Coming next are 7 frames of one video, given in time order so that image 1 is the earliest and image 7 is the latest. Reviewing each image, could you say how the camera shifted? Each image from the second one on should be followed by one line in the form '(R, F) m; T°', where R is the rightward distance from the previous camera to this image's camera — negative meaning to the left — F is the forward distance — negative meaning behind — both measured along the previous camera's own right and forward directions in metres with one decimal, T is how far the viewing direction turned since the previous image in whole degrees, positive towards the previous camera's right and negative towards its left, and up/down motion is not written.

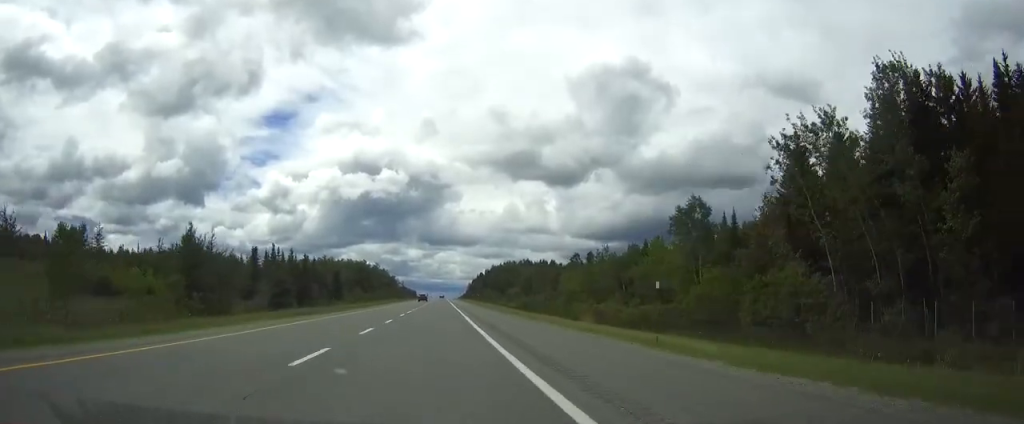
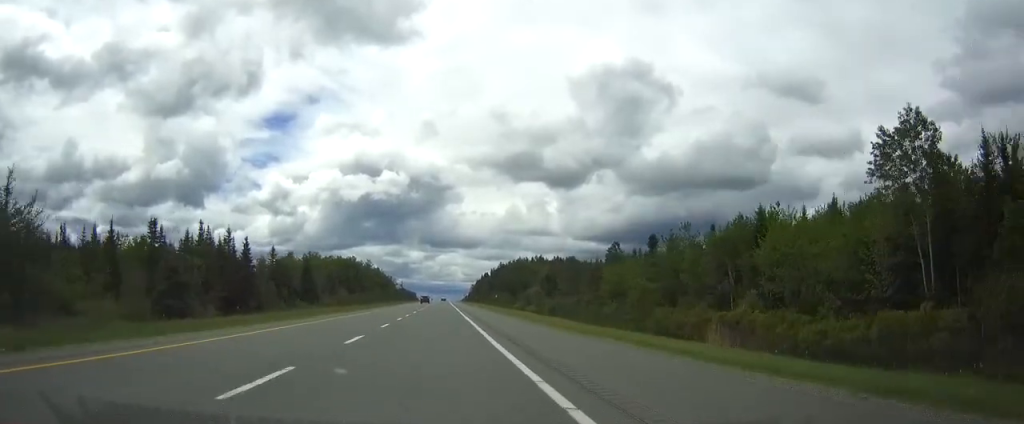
(-0.1, +39.6) m; 0°
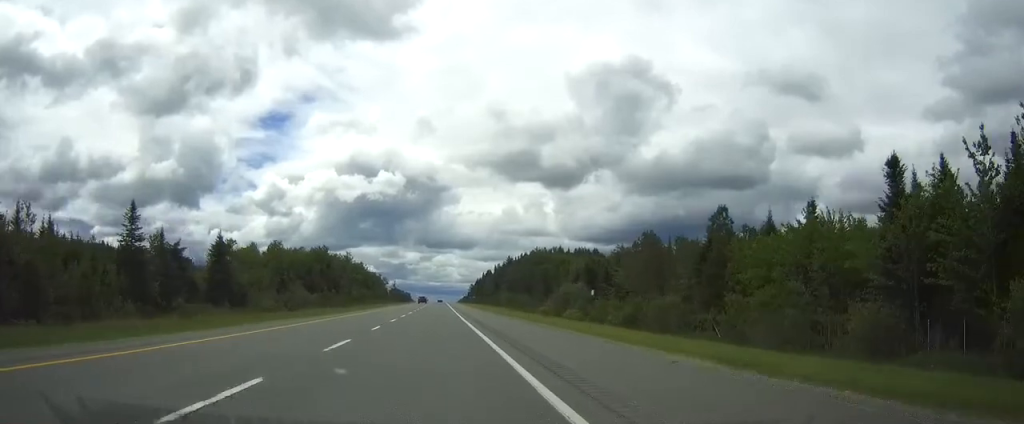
(+0.1, +55.6) m; 0°
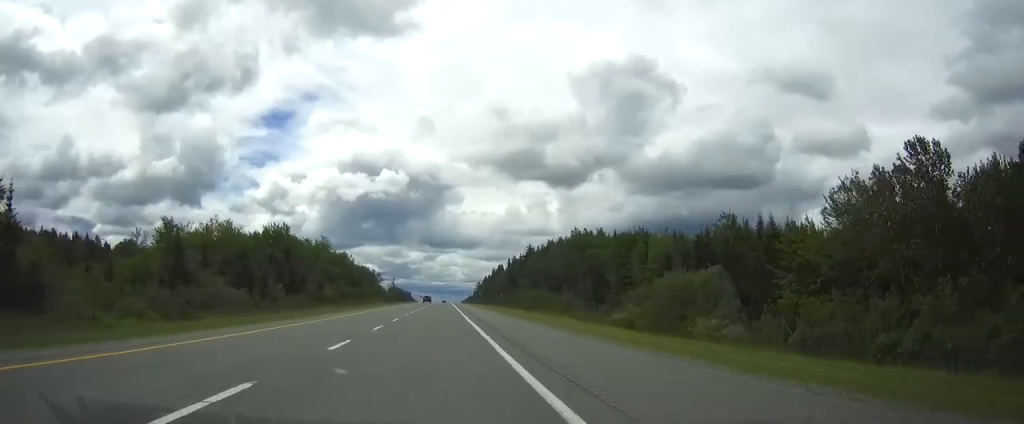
(-0.1, +54.7) m; 0°
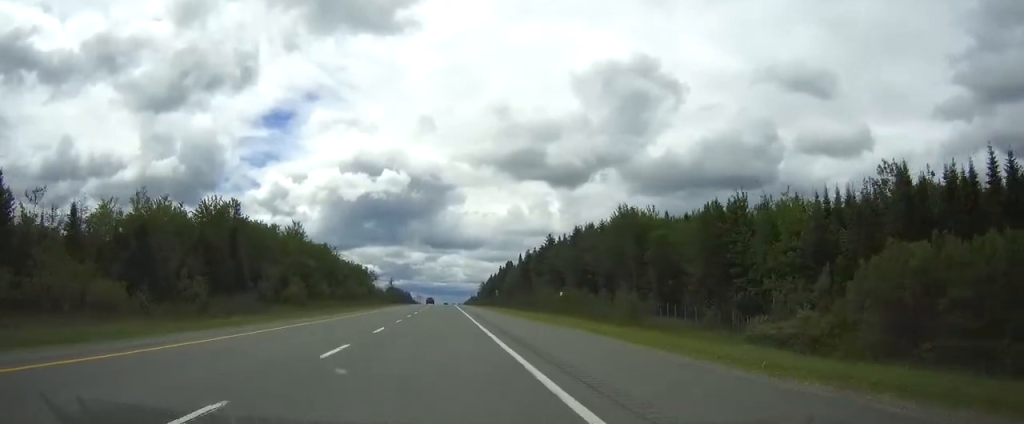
(0.0, +37.6) m; 0°
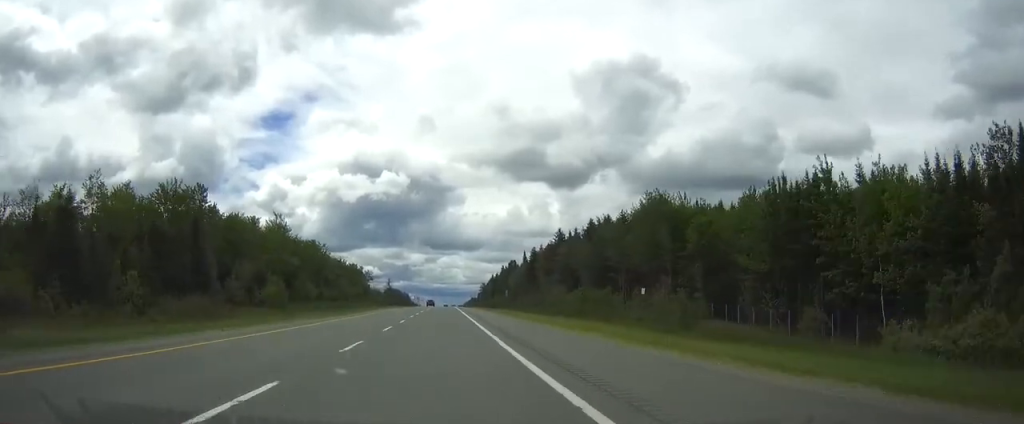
(0.0, +15.9) m; 0°
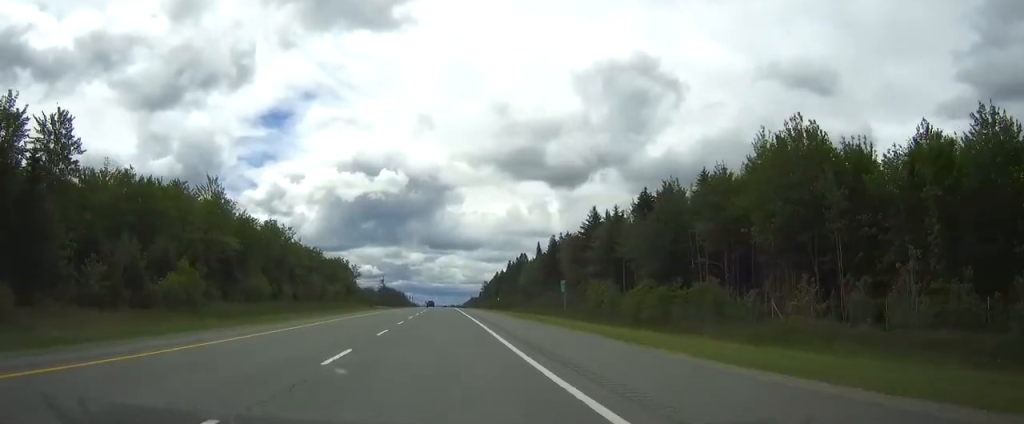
(-0.1, +38.6) m; 0°
